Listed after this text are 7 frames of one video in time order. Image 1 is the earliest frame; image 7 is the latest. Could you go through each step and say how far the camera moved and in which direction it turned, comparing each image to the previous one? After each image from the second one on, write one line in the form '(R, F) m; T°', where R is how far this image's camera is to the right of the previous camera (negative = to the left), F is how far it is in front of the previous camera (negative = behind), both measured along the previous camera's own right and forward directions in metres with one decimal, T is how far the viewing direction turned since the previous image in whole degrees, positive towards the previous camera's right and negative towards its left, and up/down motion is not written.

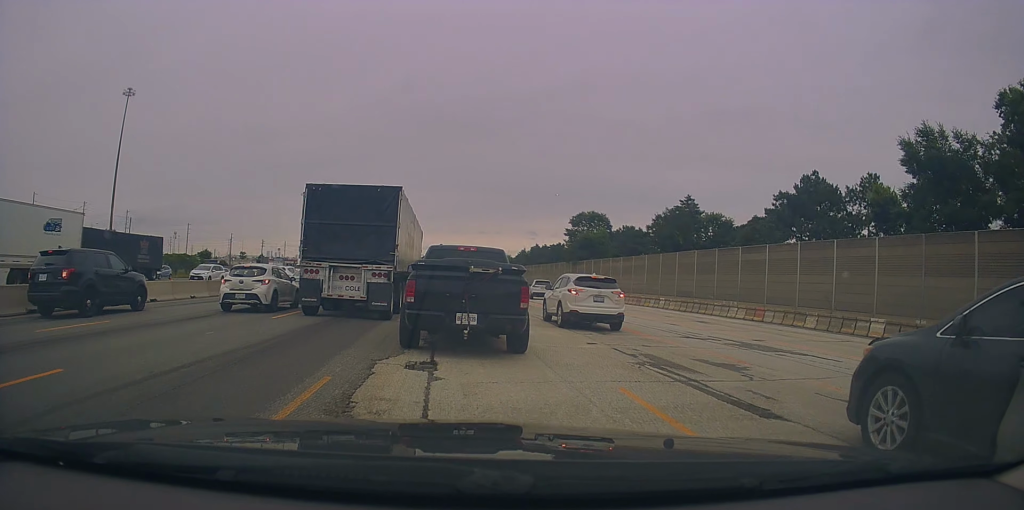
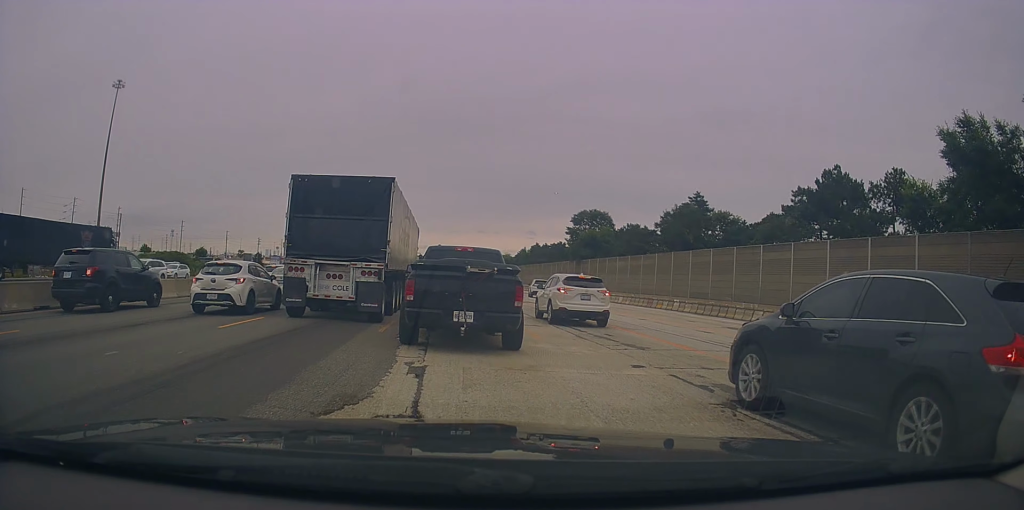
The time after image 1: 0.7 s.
(+0.1, +3.5) m; 0°
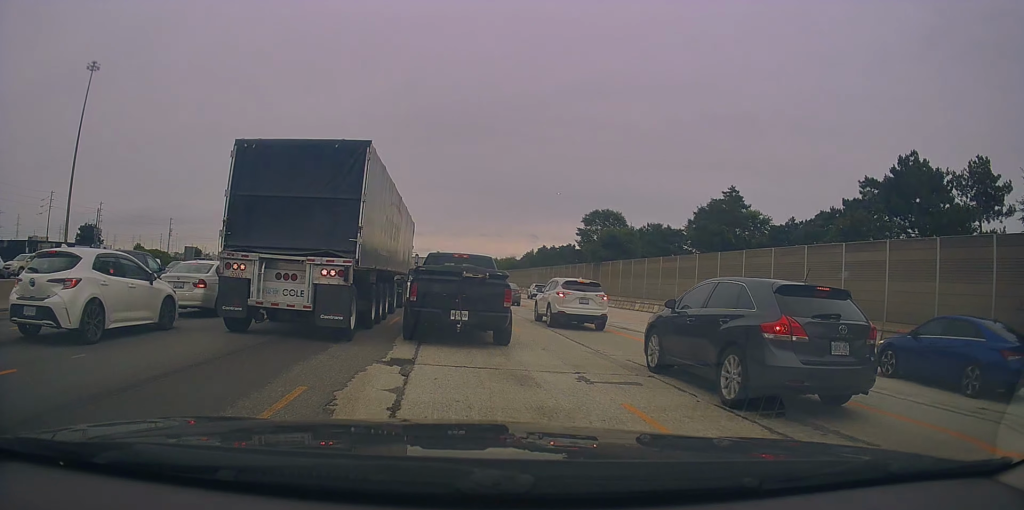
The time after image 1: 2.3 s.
(0.0, +9.1) m; +3°
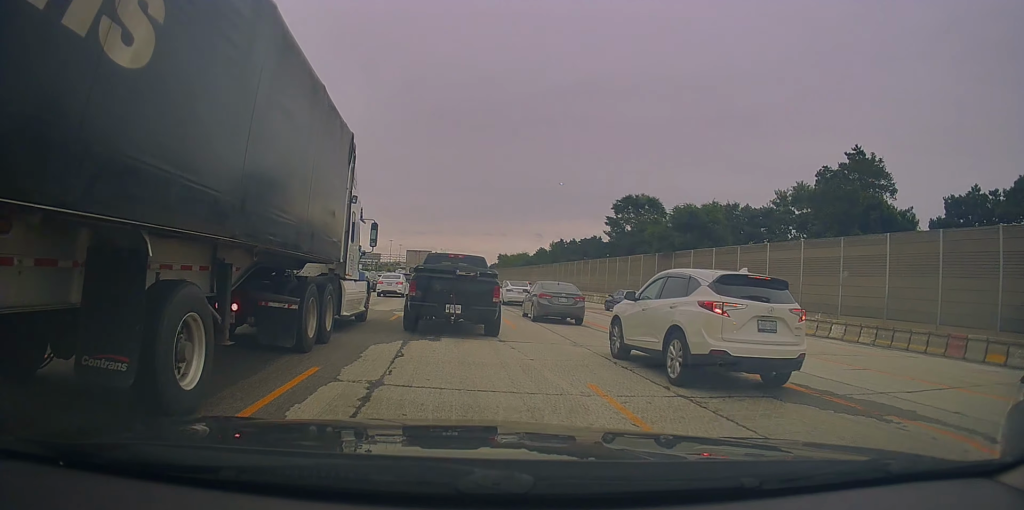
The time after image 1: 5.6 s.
(-0.1, +22.4) m; -1°
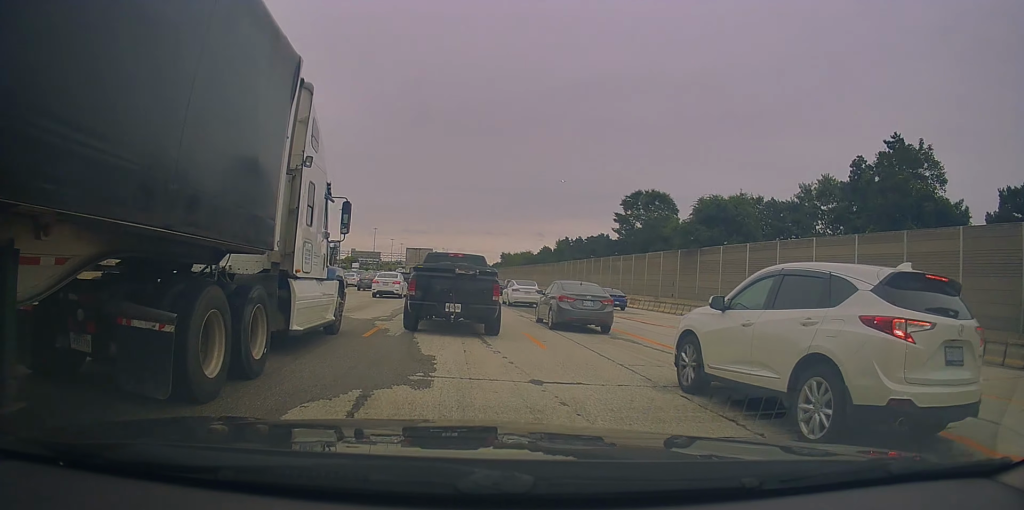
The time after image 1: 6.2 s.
(0.0, +4.8) m; -1°
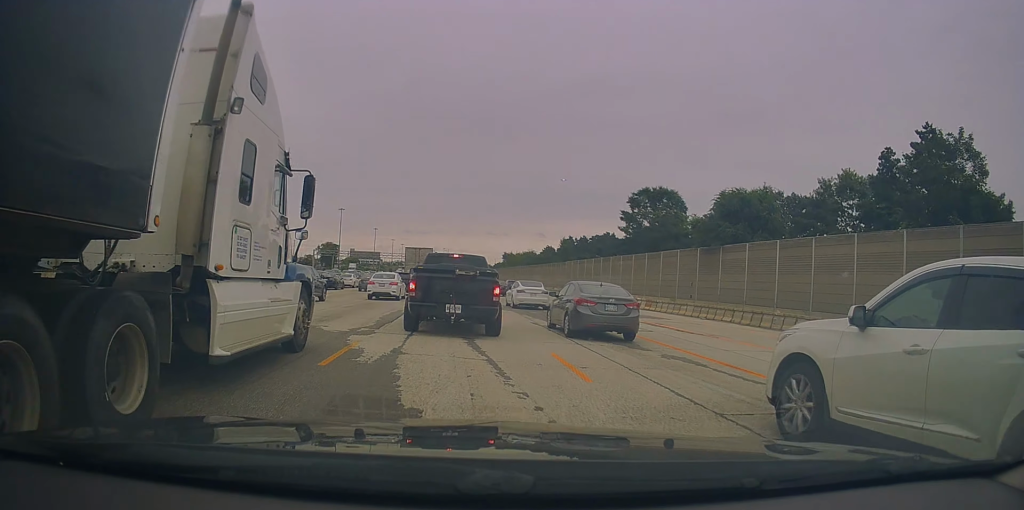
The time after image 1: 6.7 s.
(-0.1, +3.7) m; 0°
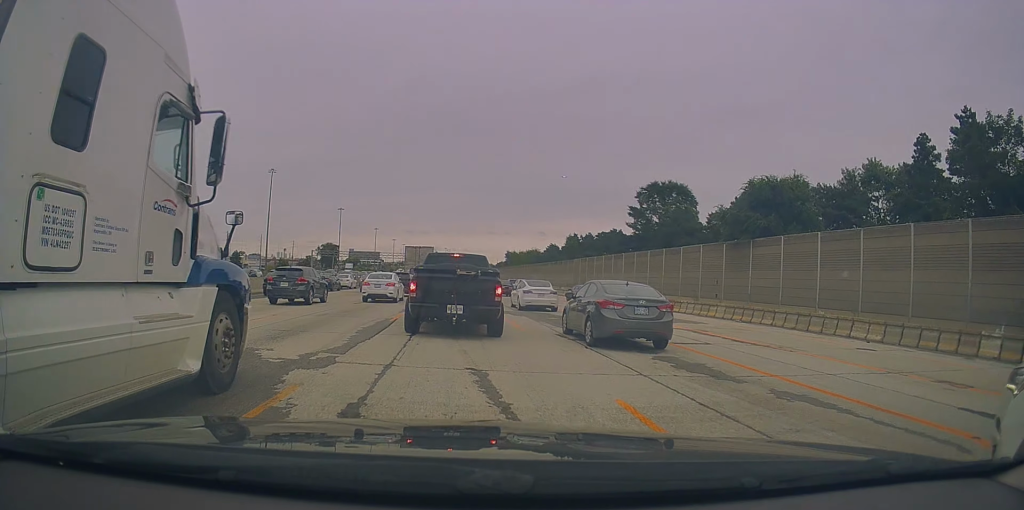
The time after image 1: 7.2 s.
(-0.1, +4.2) m; 0°
